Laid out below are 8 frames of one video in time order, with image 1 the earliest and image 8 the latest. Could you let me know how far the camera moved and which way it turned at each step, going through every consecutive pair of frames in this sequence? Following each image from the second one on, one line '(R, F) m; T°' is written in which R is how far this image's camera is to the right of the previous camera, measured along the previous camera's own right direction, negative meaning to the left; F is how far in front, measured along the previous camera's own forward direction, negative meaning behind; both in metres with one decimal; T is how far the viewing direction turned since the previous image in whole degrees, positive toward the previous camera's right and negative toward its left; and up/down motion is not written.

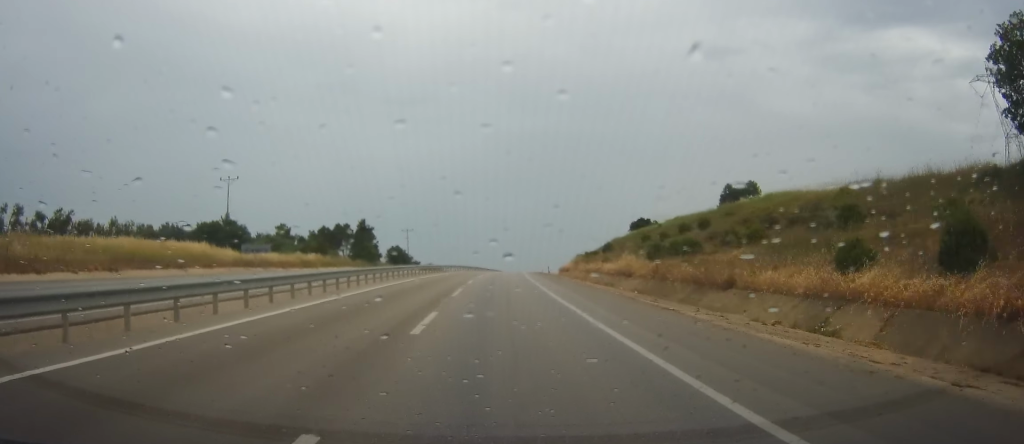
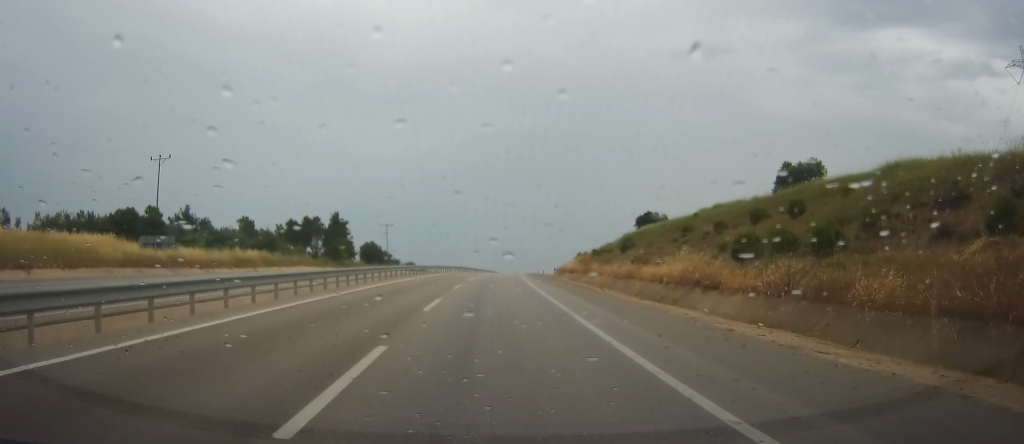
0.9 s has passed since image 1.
(+0.4, +18.6) m; +1°
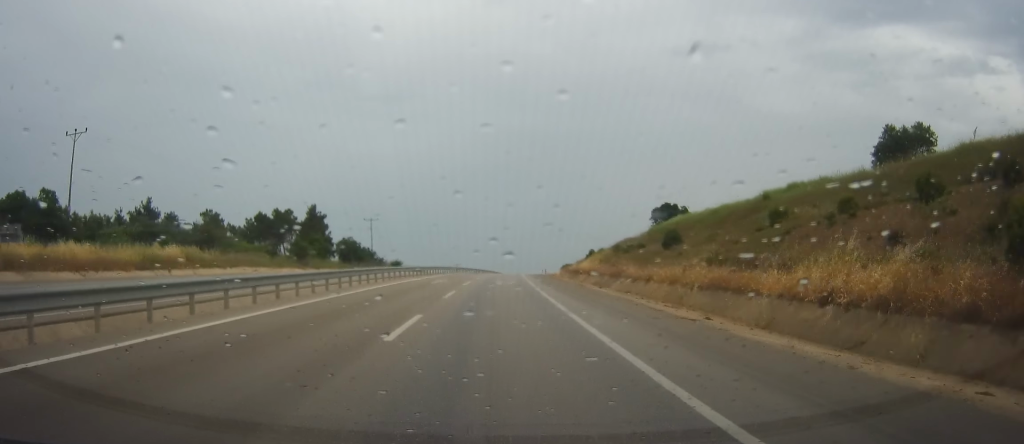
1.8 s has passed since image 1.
(-0.1, +18.1) m; 0°
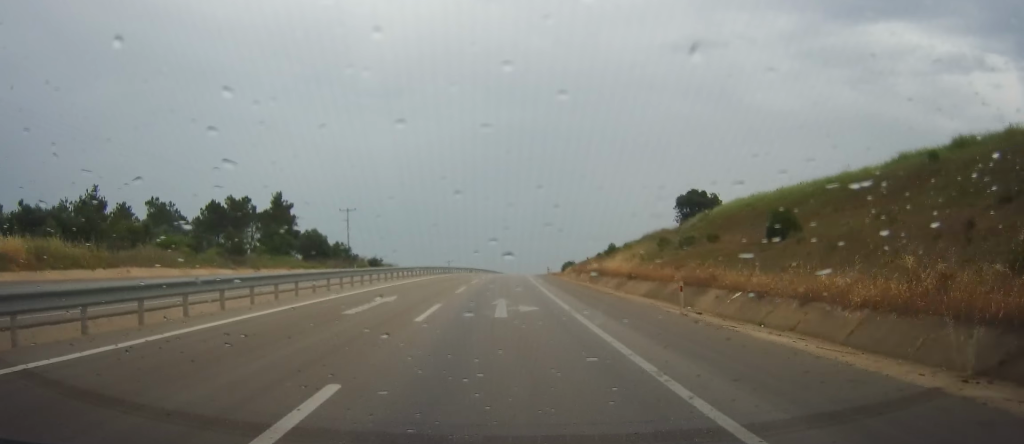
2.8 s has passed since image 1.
(+0.1, +21.4) m; +2°
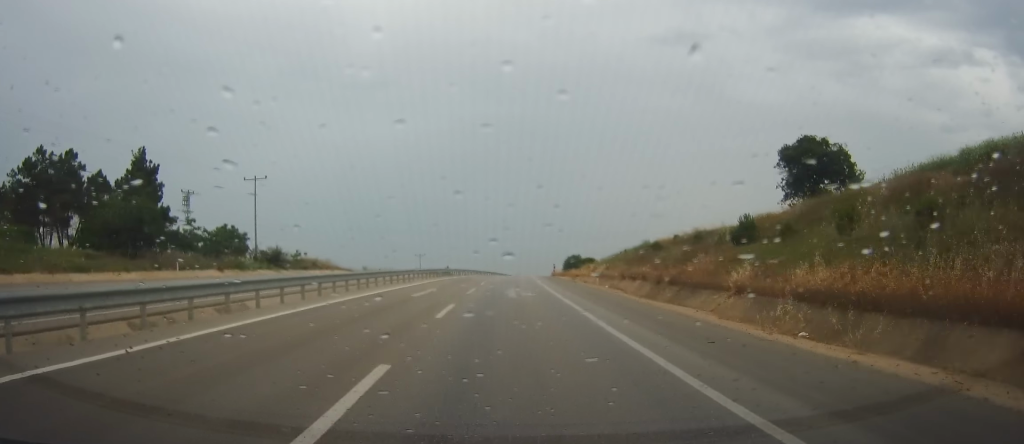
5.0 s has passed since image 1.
(+0.9, +46.5) m; +1°
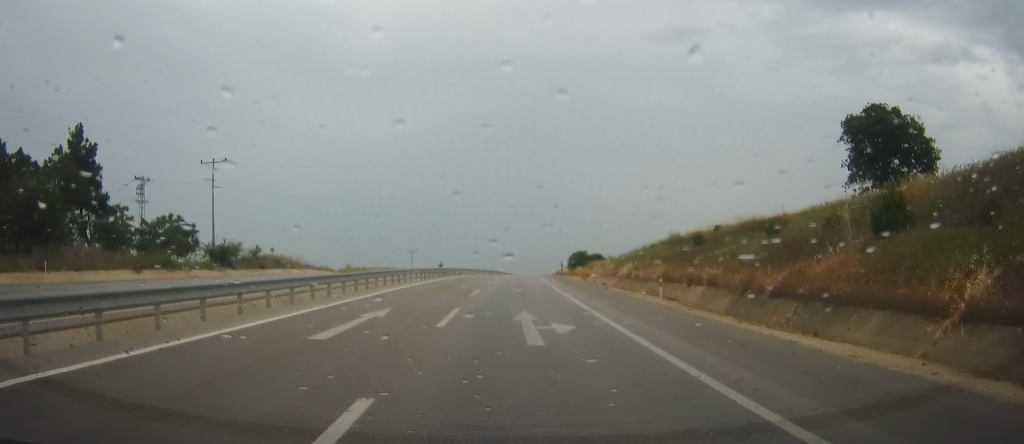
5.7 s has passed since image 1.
(0.0, +13.8) m; 0°
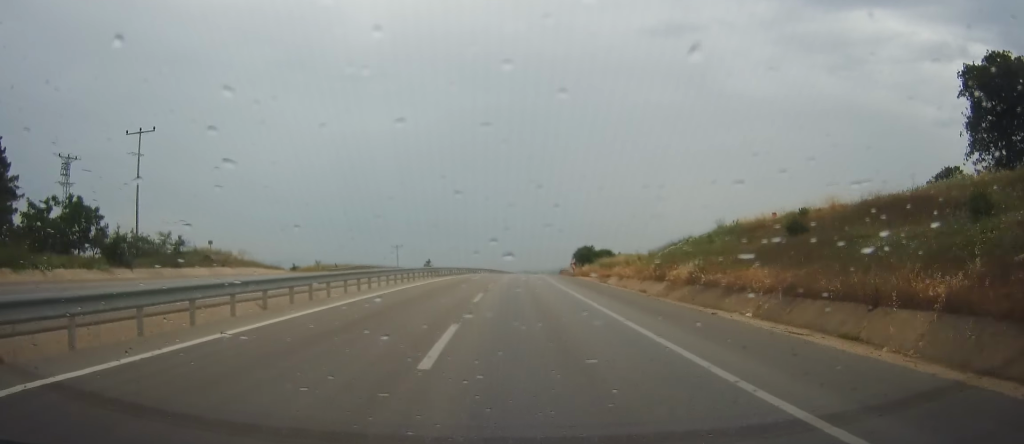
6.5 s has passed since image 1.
(+0.1, +16.6) m; +1°
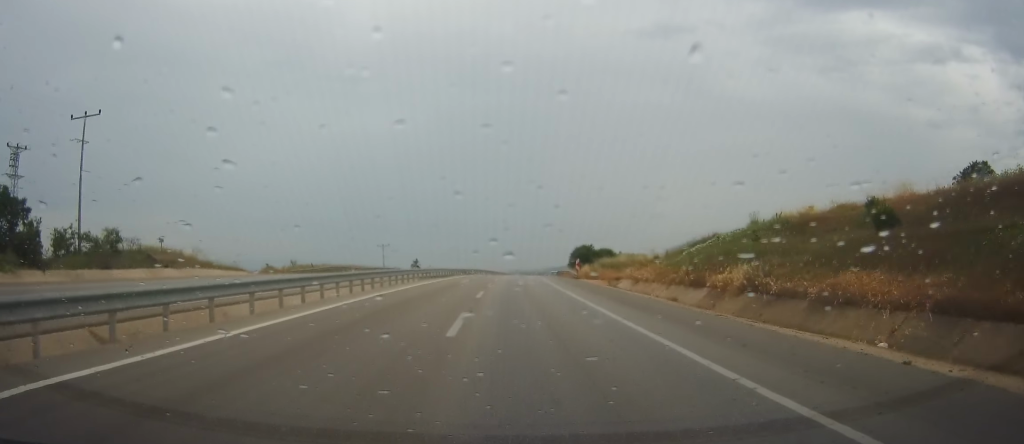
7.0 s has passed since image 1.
(0.0, +8.7) m; 0°
